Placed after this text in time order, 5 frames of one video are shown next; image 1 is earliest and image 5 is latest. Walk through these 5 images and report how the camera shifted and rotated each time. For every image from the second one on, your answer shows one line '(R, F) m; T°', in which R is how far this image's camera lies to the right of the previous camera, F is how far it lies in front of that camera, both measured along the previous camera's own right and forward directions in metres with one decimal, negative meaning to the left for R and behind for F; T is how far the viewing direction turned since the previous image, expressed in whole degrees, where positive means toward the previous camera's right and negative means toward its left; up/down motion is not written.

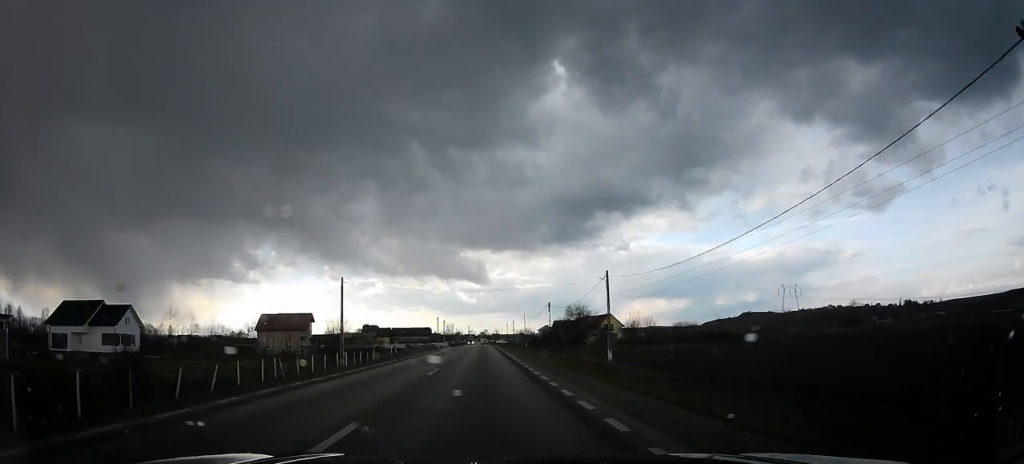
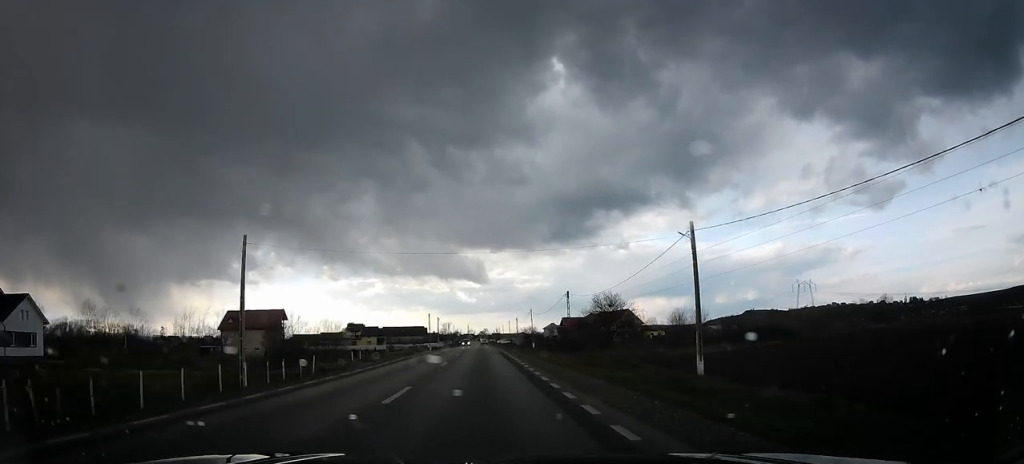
(-0.3, +19.1) m; -1°
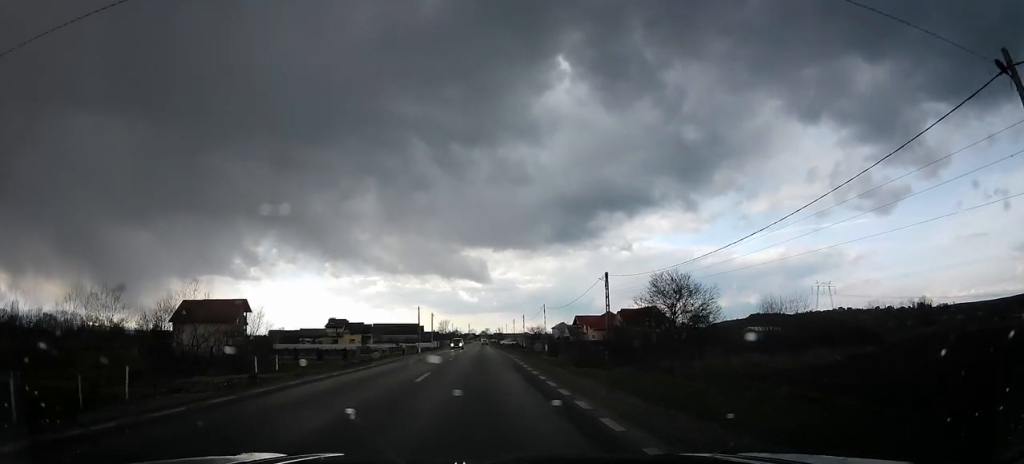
(0.0, +20.1) m; 0°
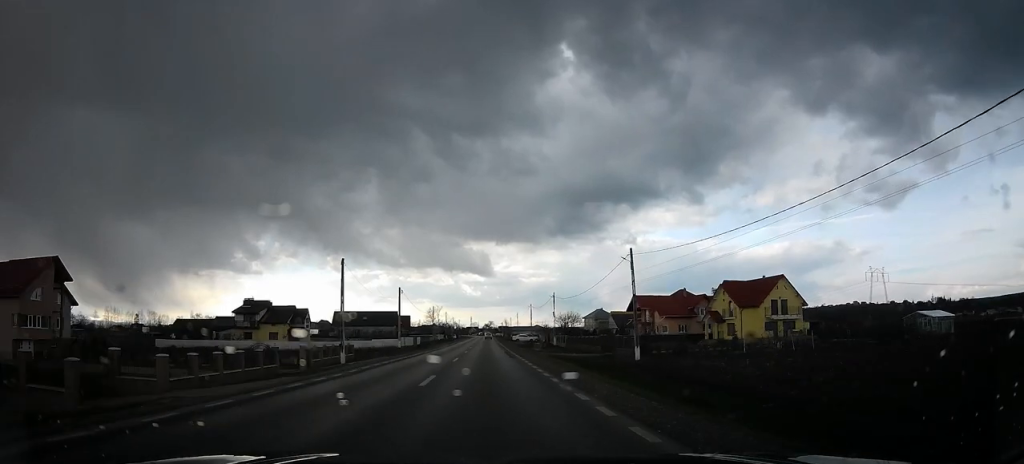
(+1.3, +50.5) m; +1°
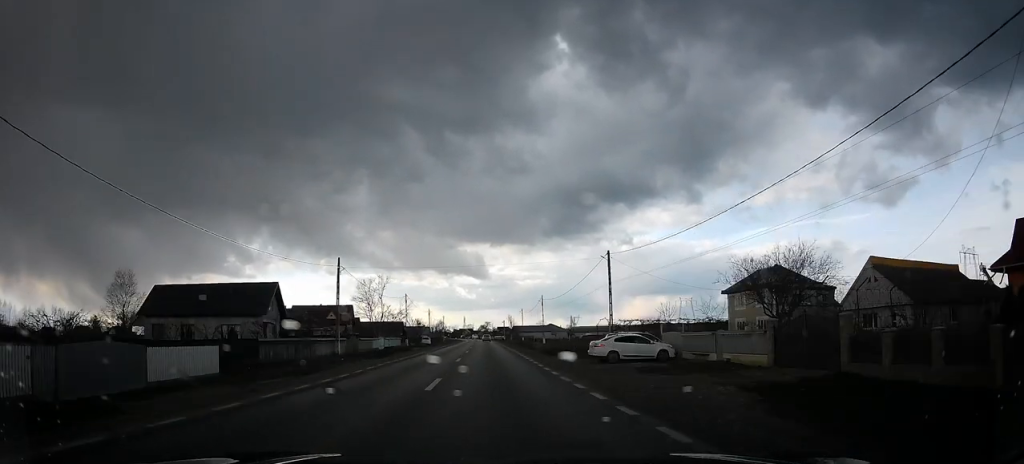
(-0.6, +75.5) m; 0°
